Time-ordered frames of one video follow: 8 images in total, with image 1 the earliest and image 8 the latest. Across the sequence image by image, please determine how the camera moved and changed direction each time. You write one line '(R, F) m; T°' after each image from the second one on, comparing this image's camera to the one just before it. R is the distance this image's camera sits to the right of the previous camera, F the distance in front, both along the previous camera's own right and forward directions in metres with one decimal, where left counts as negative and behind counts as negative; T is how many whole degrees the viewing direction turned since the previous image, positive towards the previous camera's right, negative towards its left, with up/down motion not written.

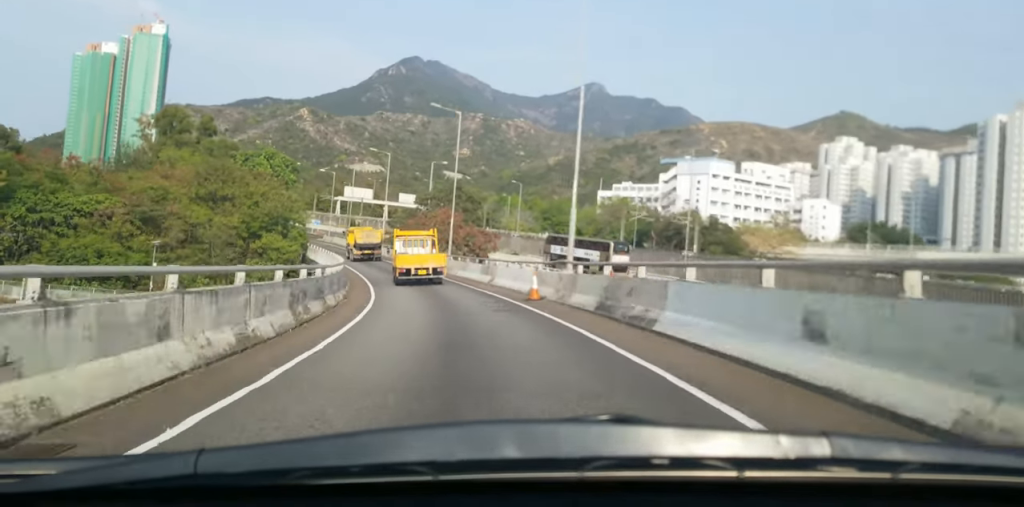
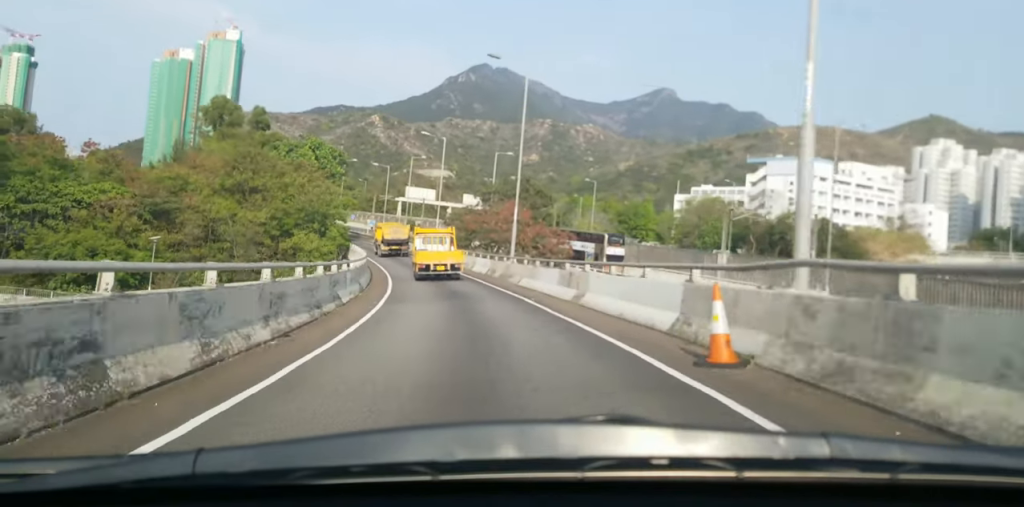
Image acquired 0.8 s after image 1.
(-0.7, +14.8) m; -5°
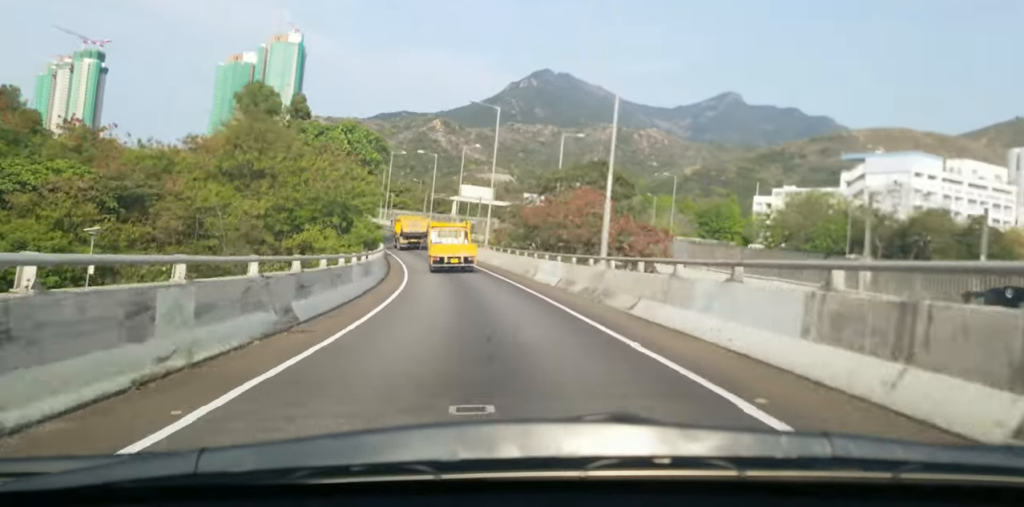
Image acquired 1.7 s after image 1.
(-1.0, +17.3) m; -5°
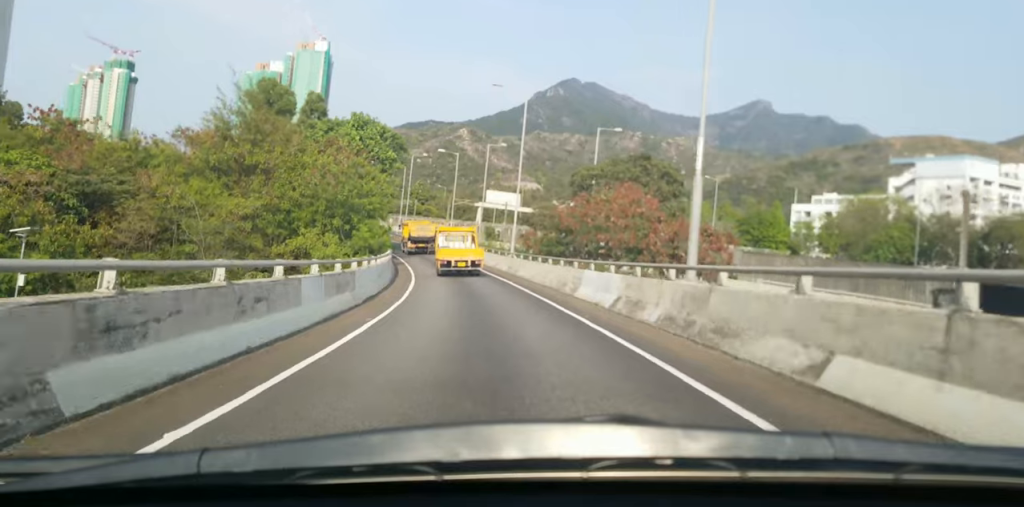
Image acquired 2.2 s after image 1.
(-0.1, +8.3) m; -2°
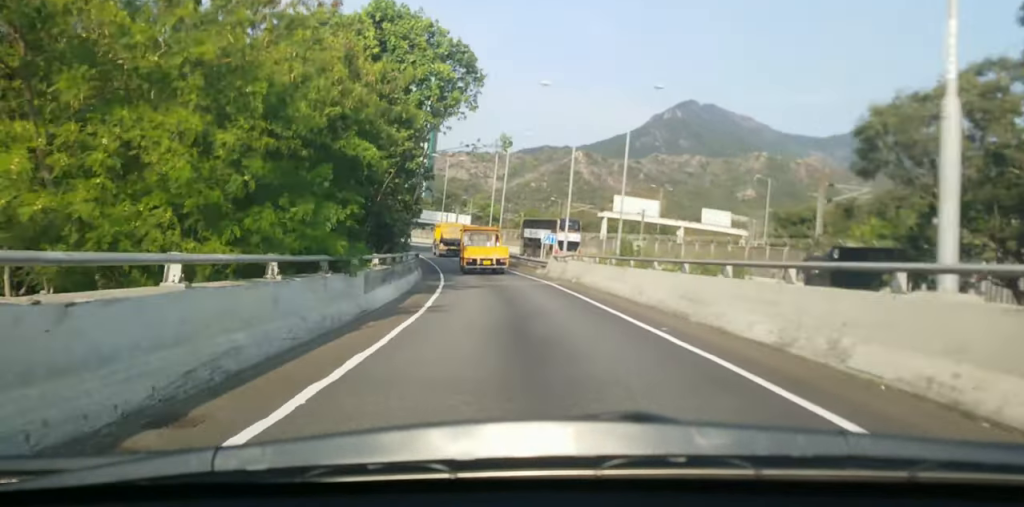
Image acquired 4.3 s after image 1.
(-2.6, +40.1) m; -7°
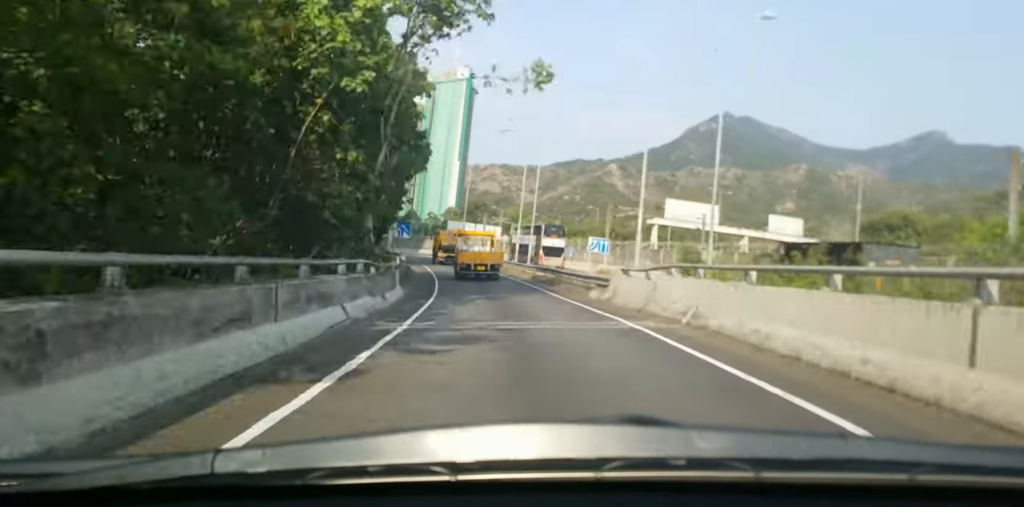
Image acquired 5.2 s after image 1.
(-0.2, +16.6) m; -4°
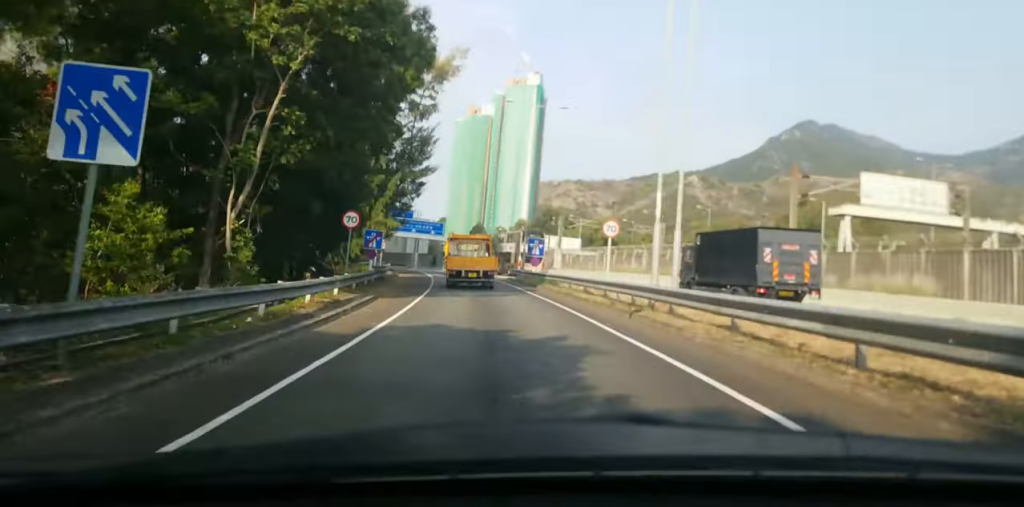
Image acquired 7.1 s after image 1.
(-1.5, +36.5) m; -4°
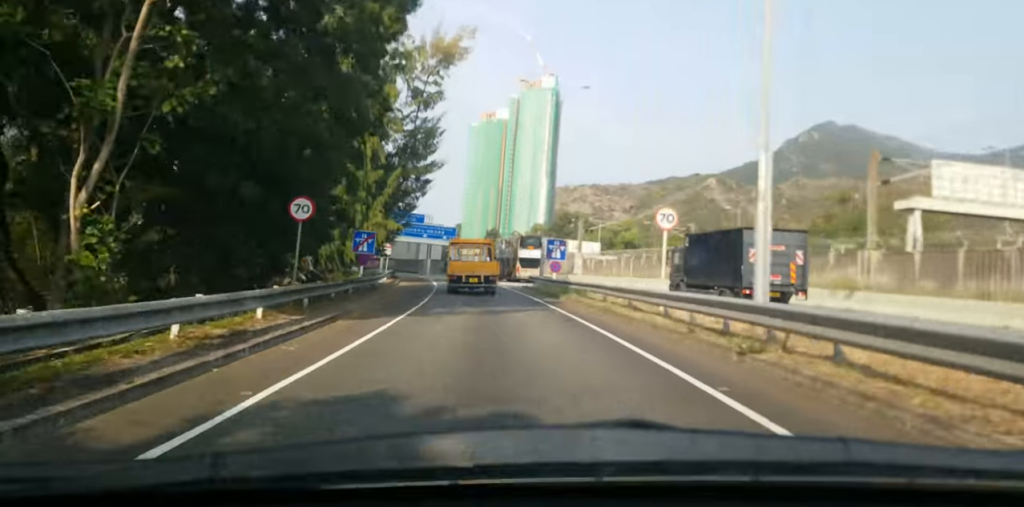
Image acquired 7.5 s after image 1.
(-0.2, +7.6) m; -2°
